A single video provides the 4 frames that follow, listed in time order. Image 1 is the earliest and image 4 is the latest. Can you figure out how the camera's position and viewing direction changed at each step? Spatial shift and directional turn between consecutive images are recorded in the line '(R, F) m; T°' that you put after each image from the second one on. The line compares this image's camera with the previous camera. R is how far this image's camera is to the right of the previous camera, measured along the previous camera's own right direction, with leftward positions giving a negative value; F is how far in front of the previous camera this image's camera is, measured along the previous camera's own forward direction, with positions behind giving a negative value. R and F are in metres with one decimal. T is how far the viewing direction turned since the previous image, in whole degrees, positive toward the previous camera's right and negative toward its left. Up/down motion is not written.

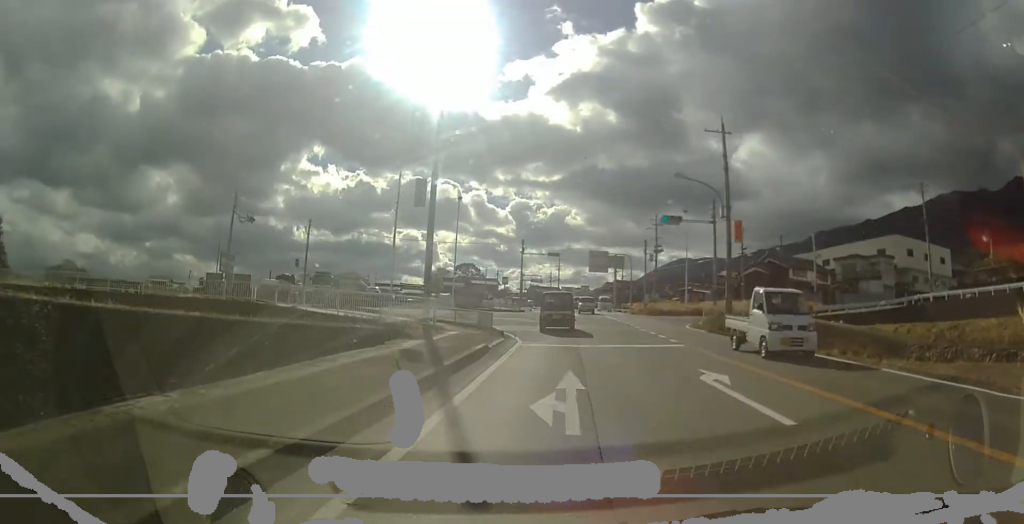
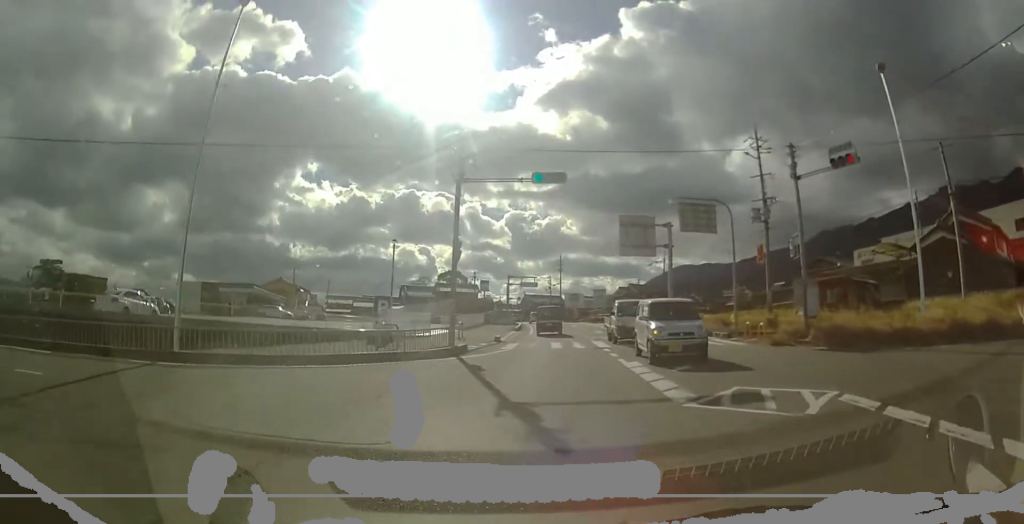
(+2.9, +33.0) m; +7°
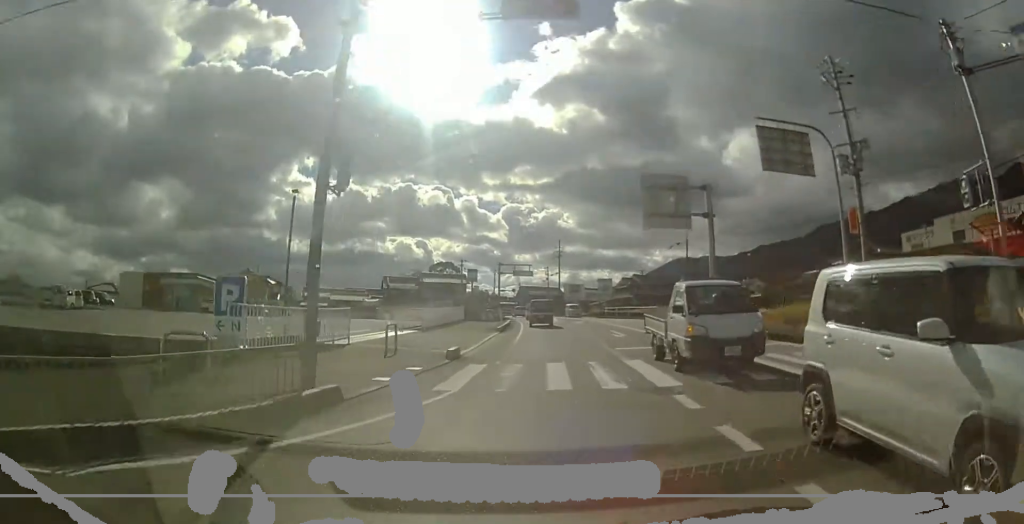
(0.0, +10.1) m; 0°
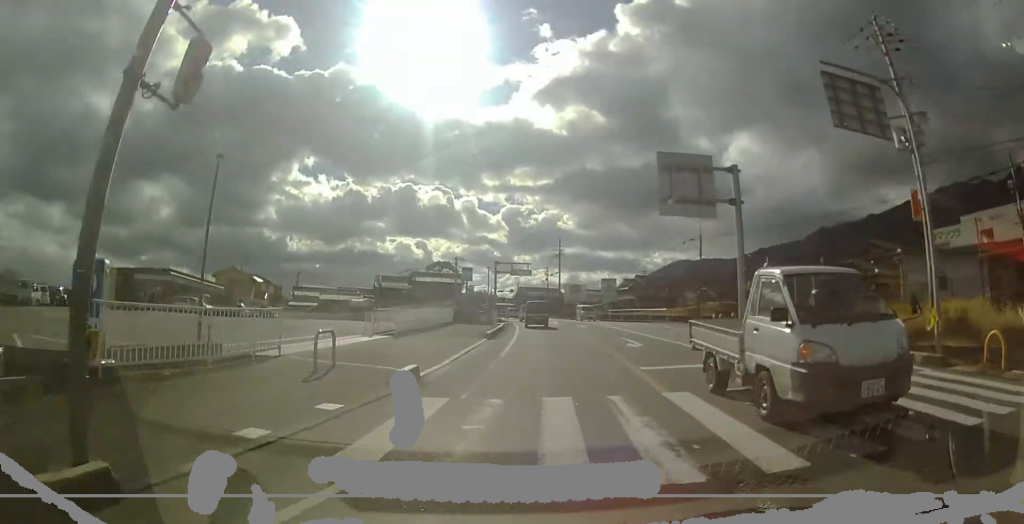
(0.0, +4.2) m; 0°
